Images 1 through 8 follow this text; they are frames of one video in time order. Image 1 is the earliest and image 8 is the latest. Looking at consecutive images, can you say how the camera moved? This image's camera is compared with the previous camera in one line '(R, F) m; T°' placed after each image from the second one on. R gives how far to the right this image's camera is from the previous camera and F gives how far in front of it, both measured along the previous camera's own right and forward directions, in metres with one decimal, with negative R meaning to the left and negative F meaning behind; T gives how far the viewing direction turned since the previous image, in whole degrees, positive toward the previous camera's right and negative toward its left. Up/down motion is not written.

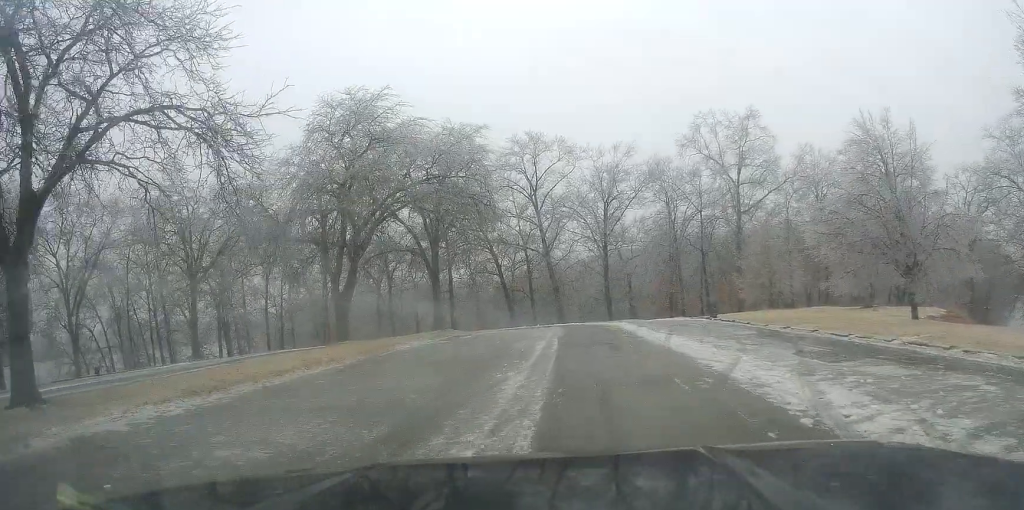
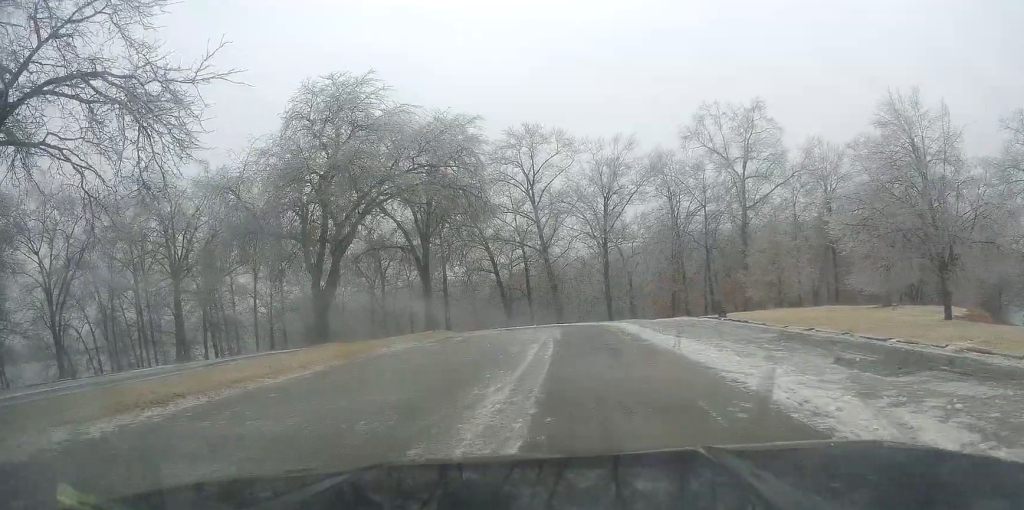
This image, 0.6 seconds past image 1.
(+0.2, +3.0) m; +1°
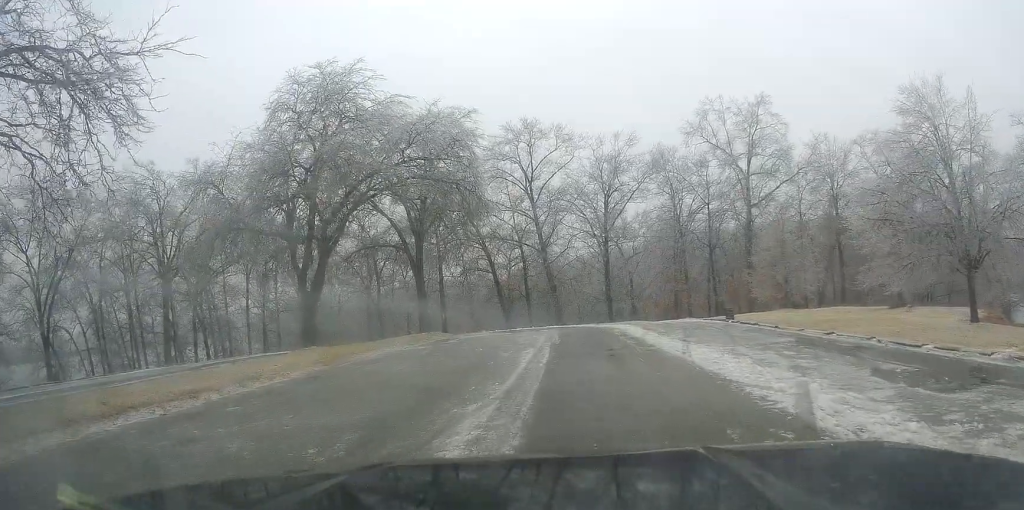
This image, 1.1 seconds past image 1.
(+0.4, +2.0) m; -4°
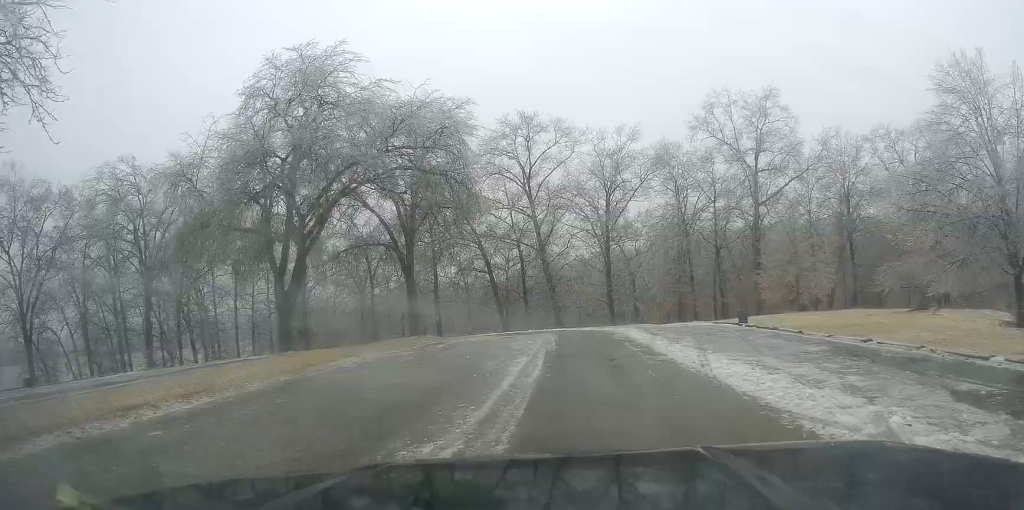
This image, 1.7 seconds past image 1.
(-0.4, +2.8) m; -4°
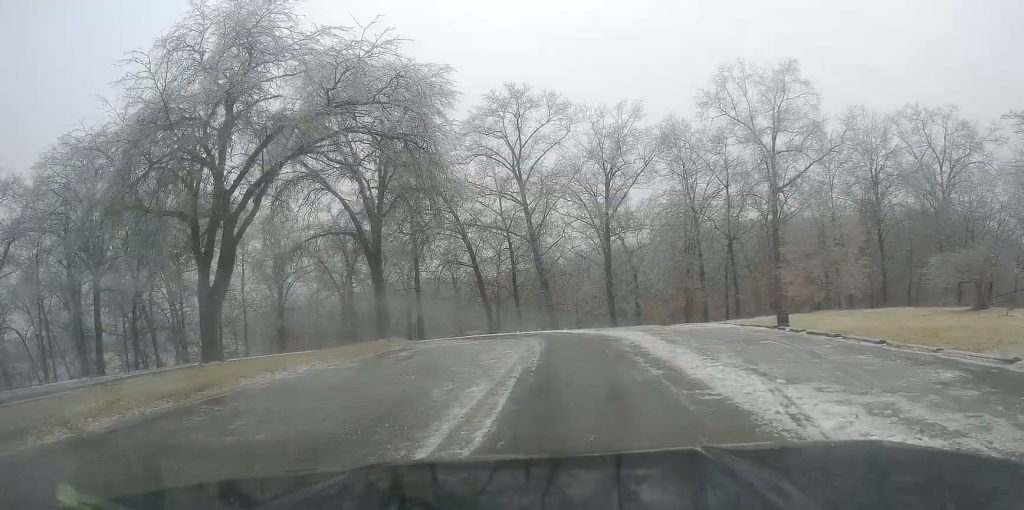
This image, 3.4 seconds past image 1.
(0.0, +7.1) m; +1°
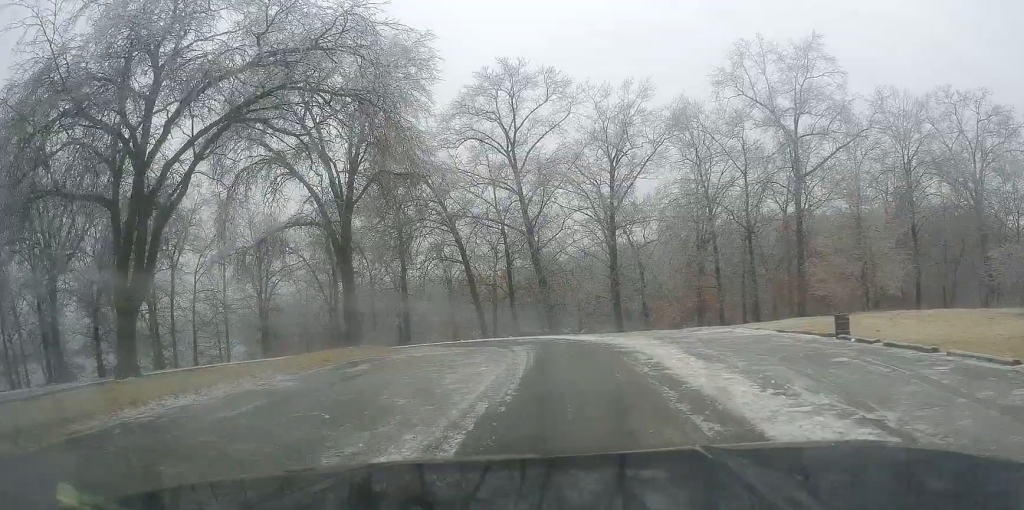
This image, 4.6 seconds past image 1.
(+0.1, +6.1) m; +6°
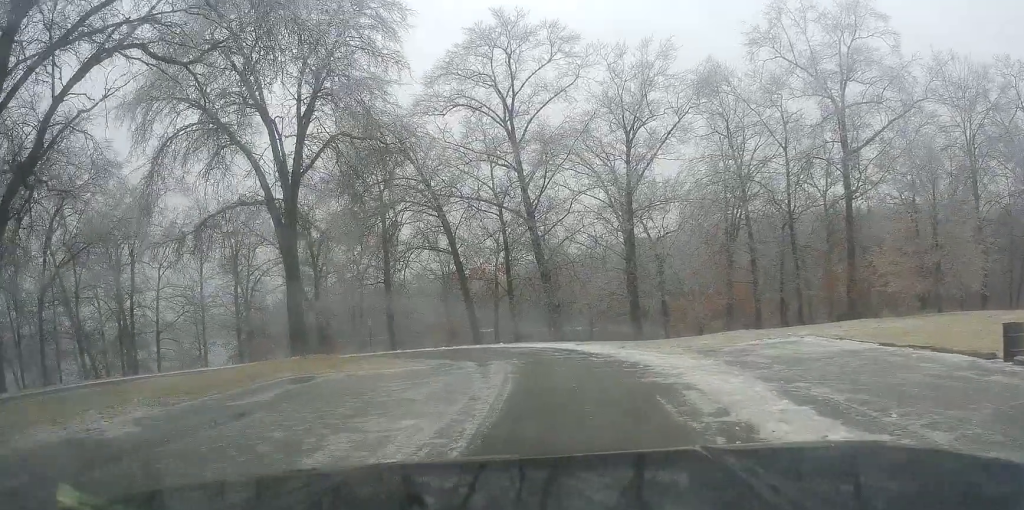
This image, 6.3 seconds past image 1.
(-0.4, +8.4) m; -9°
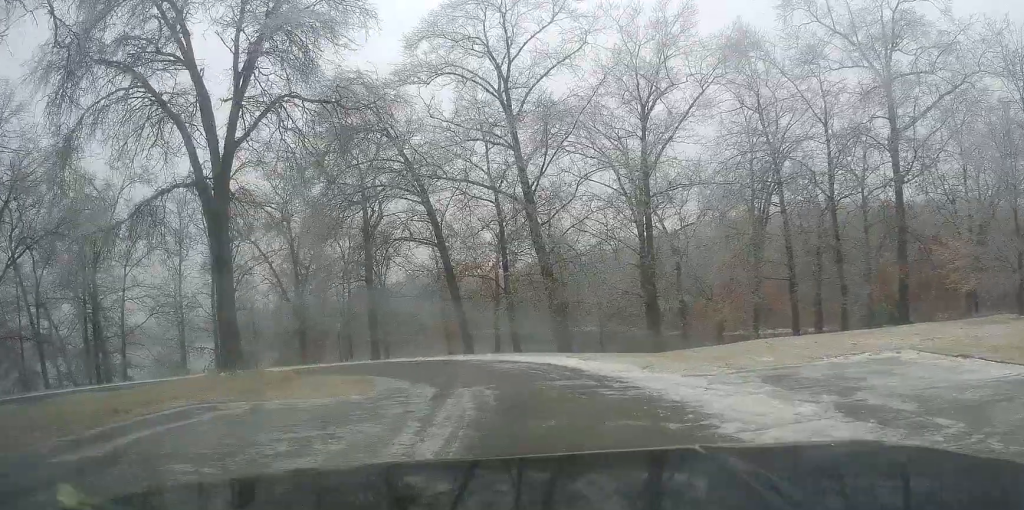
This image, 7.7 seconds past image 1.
(-0.1, +6.8) m; -1°
